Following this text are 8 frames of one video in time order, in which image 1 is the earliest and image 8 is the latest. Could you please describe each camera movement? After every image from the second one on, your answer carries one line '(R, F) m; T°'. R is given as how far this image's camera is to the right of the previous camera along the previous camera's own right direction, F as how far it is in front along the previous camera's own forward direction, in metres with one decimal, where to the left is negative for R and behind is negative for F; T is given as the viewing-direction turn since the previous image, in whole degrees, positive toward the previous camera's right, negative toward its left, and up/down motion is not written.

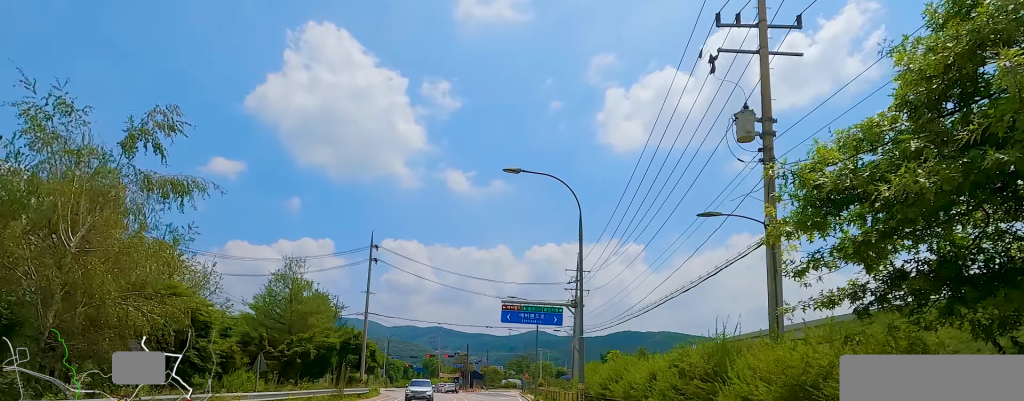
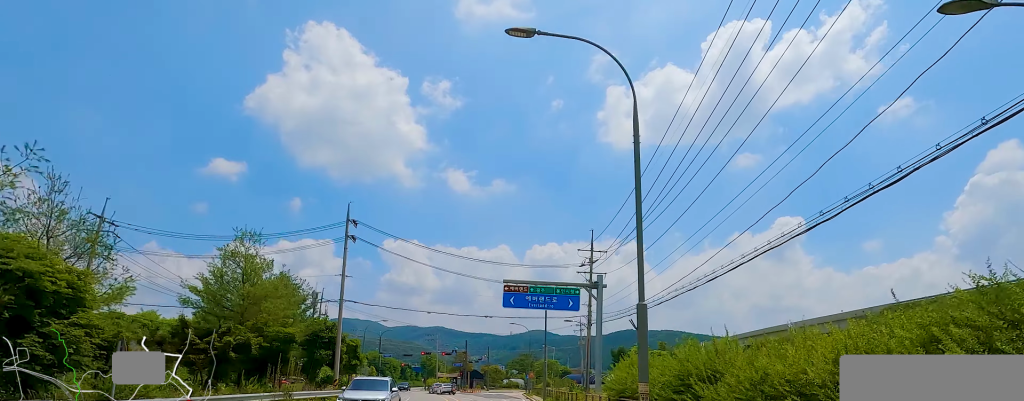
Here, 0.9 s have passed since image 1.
(-0.3, +7.5) m; -6°
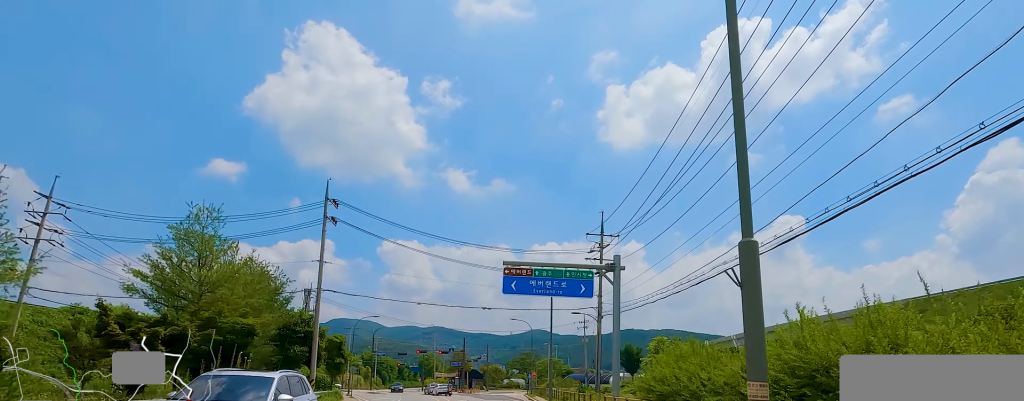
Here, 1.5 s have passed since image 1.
(-0.9, +4.4) m; 0°
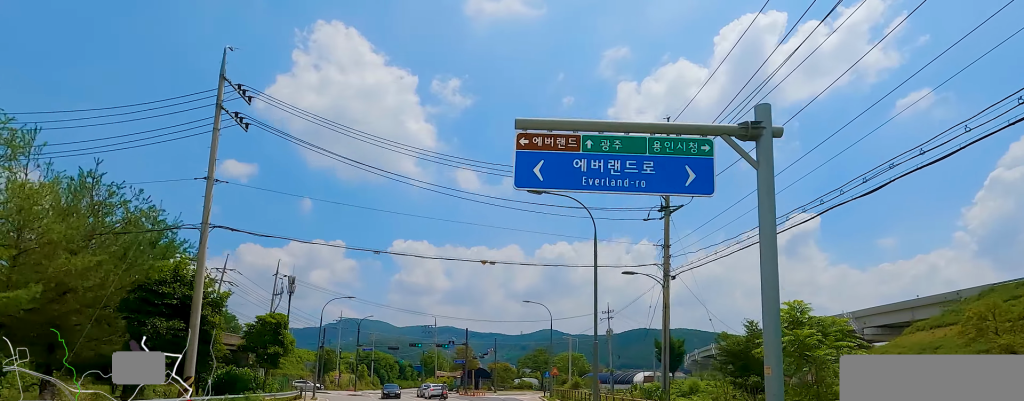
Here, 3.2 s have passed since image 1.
(+0.4, +13.1) m; 0°
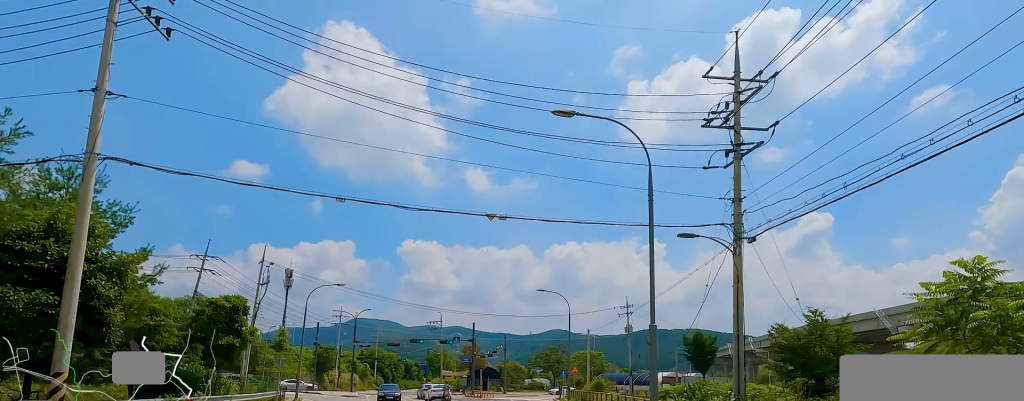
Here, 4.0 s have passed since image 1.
(0.0, +6.0) m; 0°
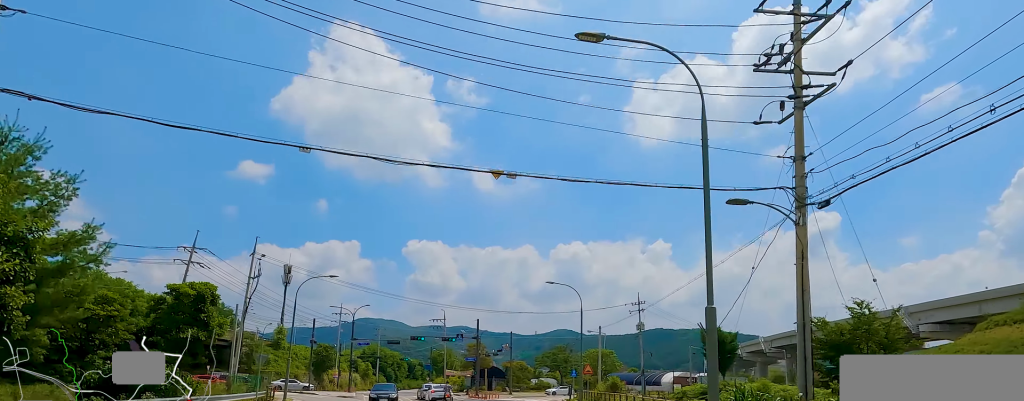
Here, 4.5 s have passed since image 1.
(+0.6, +3.3) m; 0°
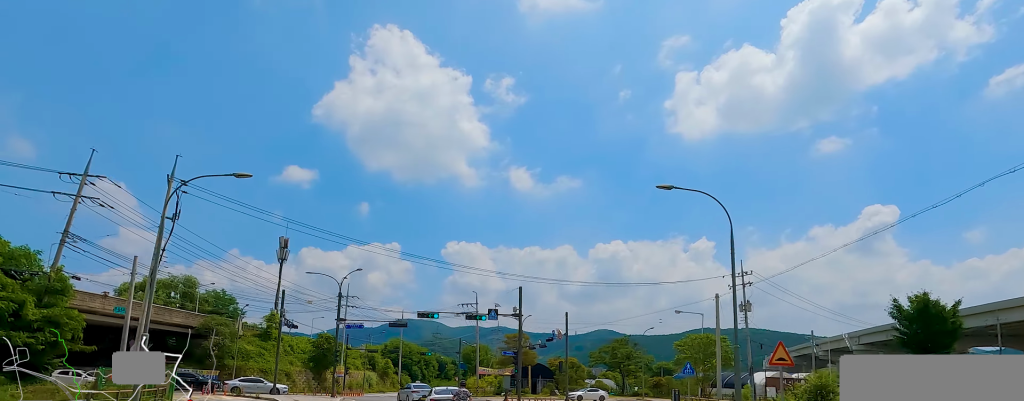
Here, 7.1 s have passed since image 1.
(-2.1, +19.5) m; -1°
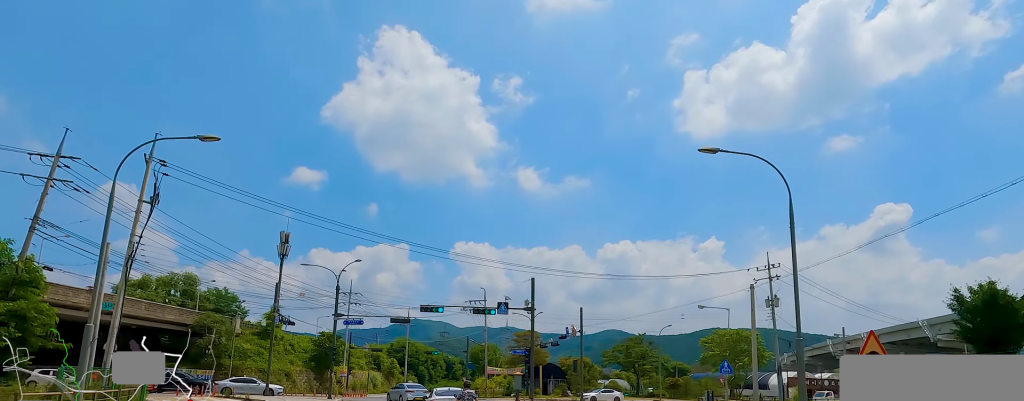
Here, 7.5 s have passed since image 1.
(+0.7, +3.1) m; -1°
